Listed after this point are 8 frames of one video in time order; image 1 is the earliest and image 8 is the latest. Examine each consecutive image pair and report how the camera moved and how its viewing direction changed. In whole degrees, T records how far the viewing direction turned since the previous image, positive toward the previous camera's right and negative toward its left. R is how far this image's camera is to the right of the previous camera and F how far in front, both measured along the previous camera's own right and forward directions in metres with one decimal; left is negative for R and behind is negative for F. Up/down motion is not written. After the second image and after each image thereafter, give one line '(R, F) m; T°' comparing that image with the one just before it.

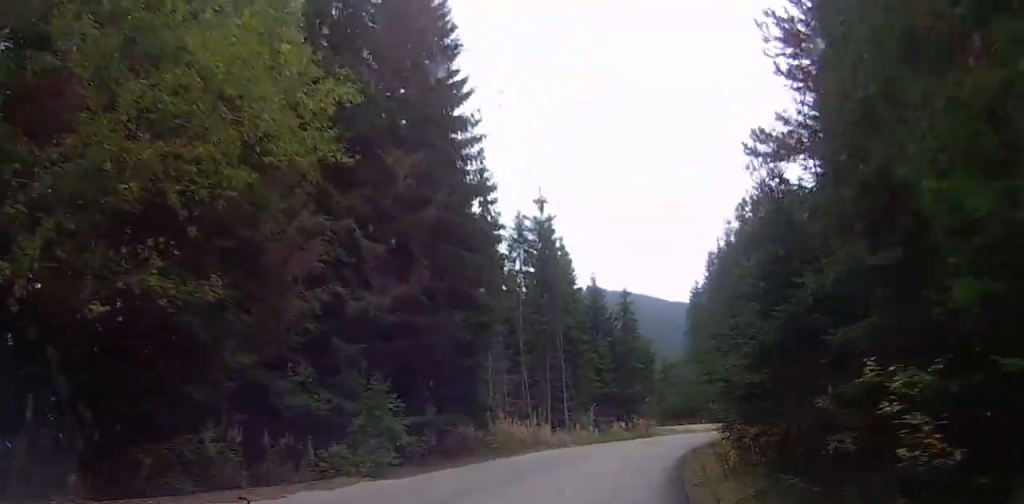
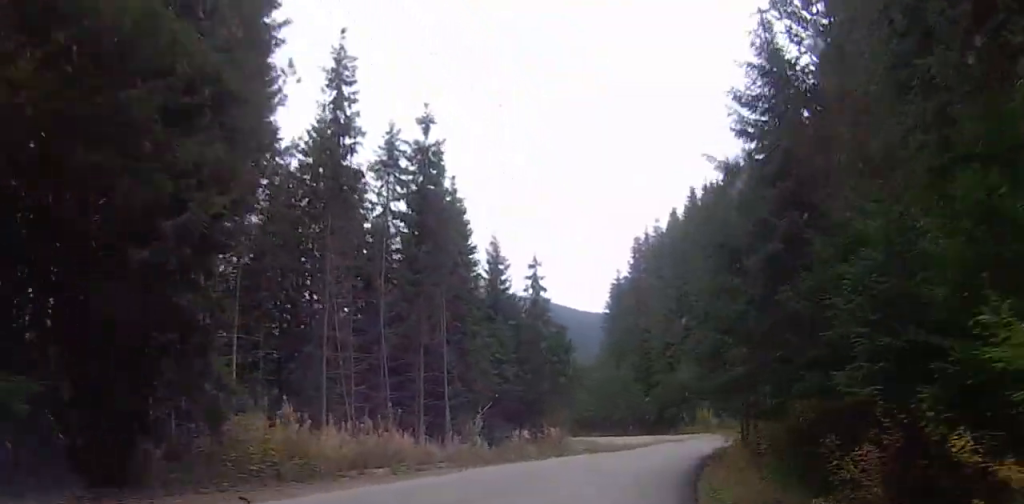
(+0.2, +16.0) m; +4°
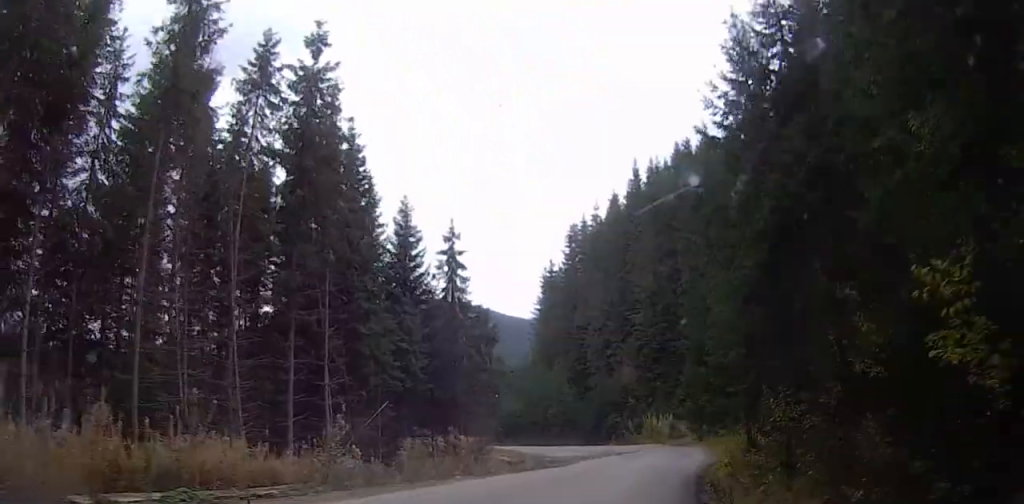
(+0.3, +8.9) m; +4°
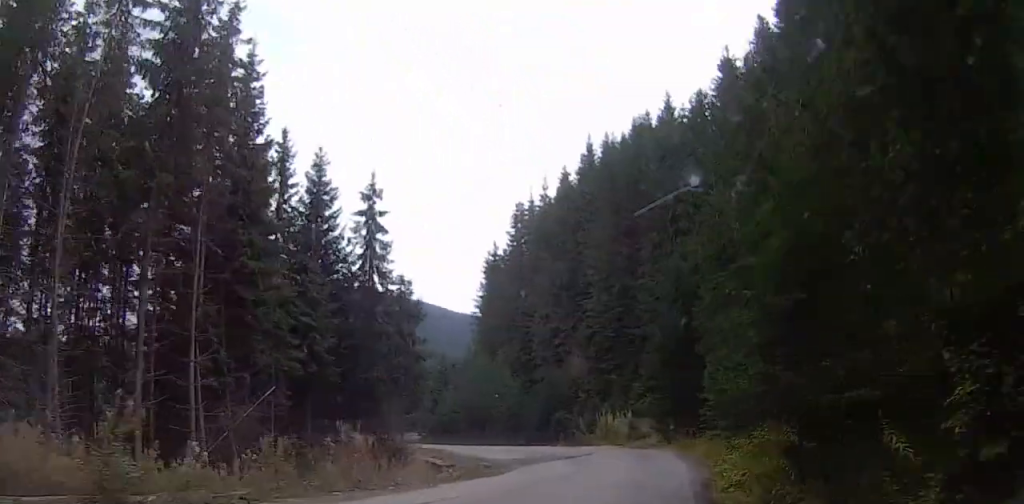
(+0.4, +7.1) m; +3°
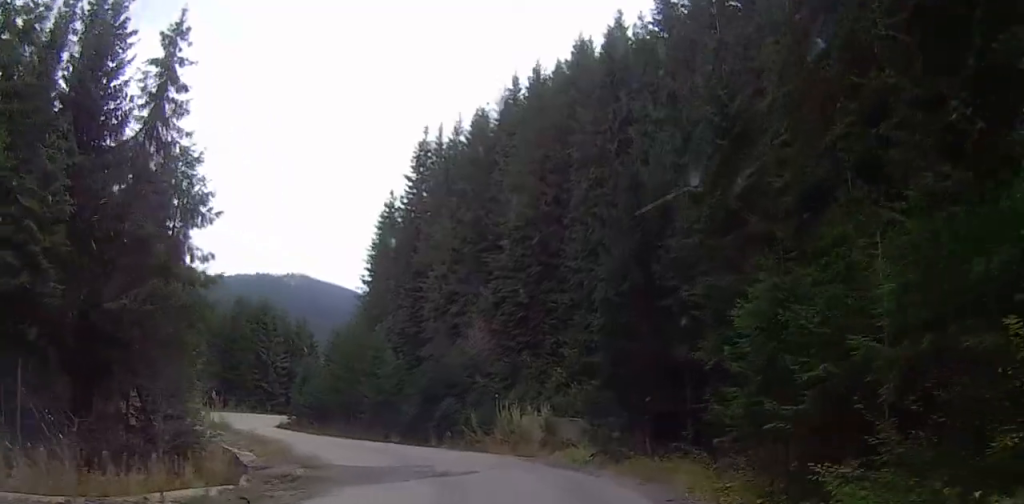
(+0.2, +14.1) m; +1°
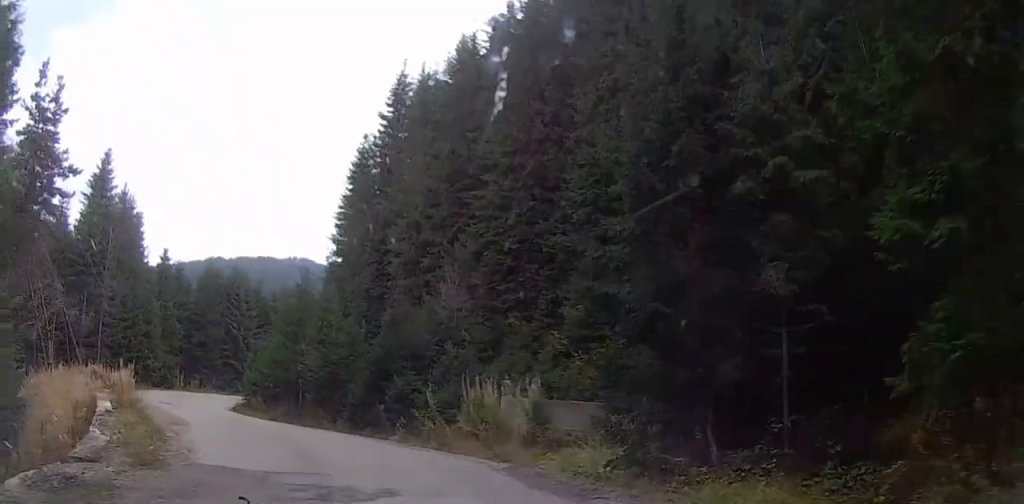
(0.0, +9.9) m; 0°
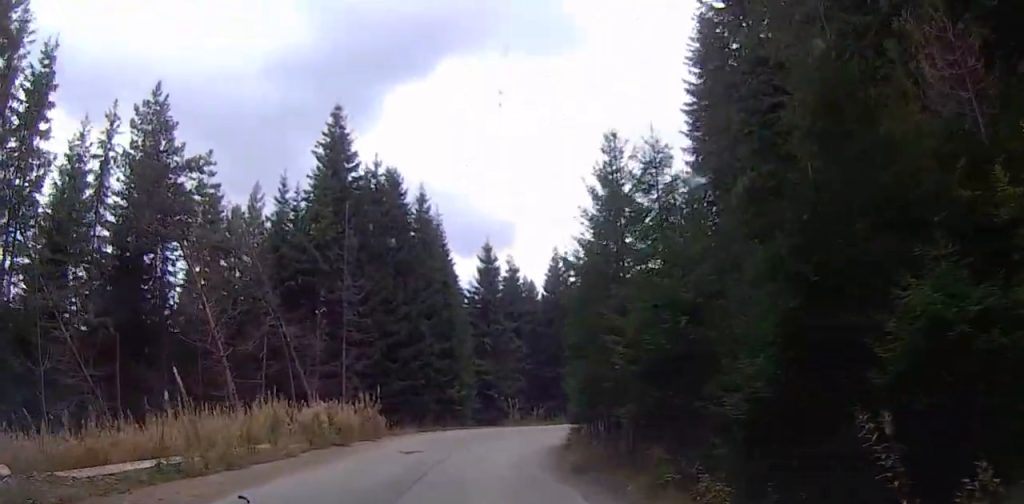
(0.0, +23.1) m; -1°
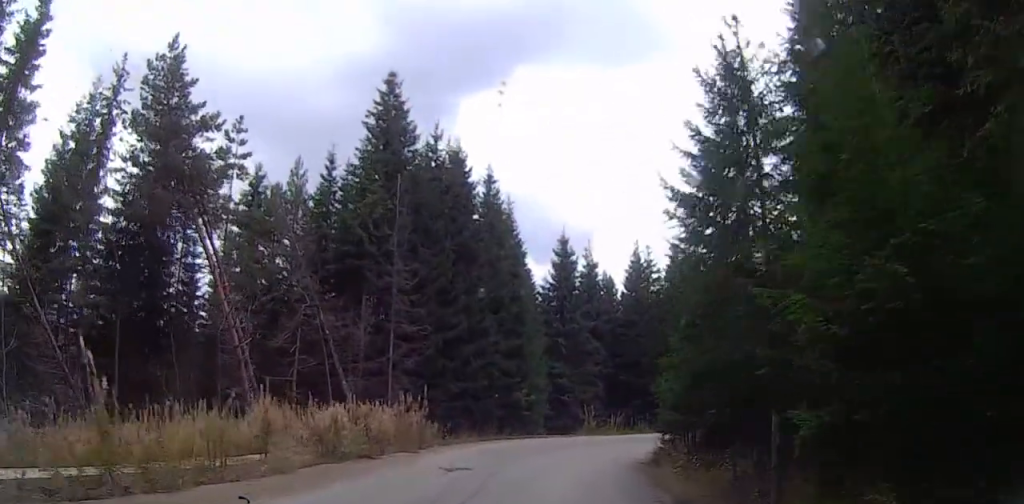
(-0.1, +6.0) m; -6°
